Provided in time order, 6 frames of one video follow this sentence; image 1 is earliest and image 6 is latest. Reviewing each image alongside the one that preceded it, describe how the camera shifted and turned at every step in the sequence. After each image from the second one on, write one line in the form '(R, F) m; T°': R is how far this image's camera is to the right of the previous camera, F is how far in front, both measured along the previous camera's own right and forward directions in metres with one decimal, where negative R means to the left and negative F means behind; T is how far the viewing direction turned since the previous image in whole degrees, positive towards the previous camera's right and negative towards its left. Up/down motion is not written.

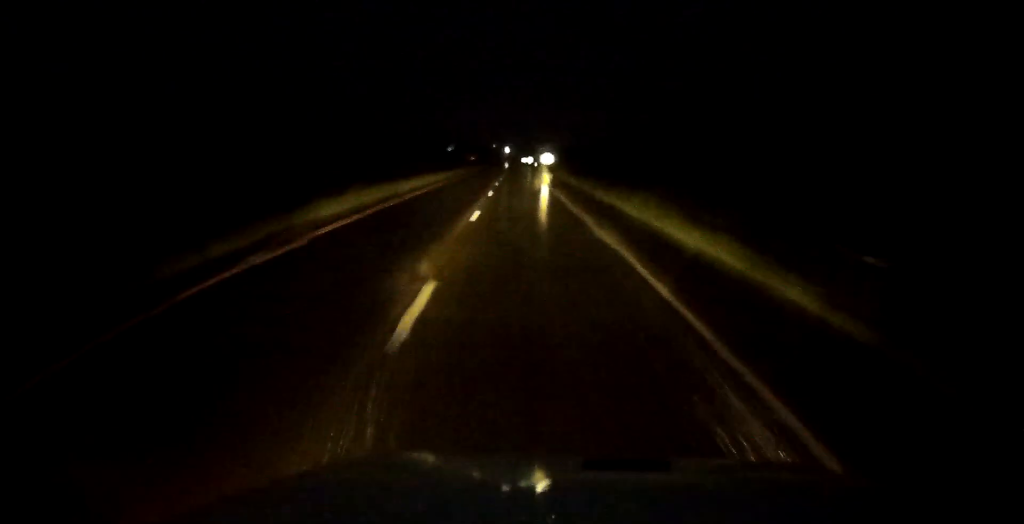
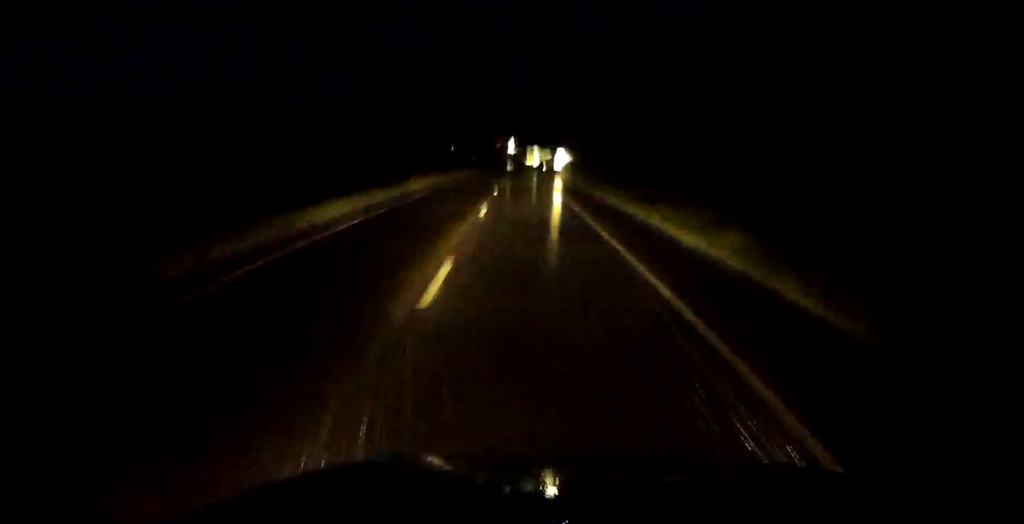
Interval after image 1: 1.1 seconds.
(+0.2, +34.7) m; 0°
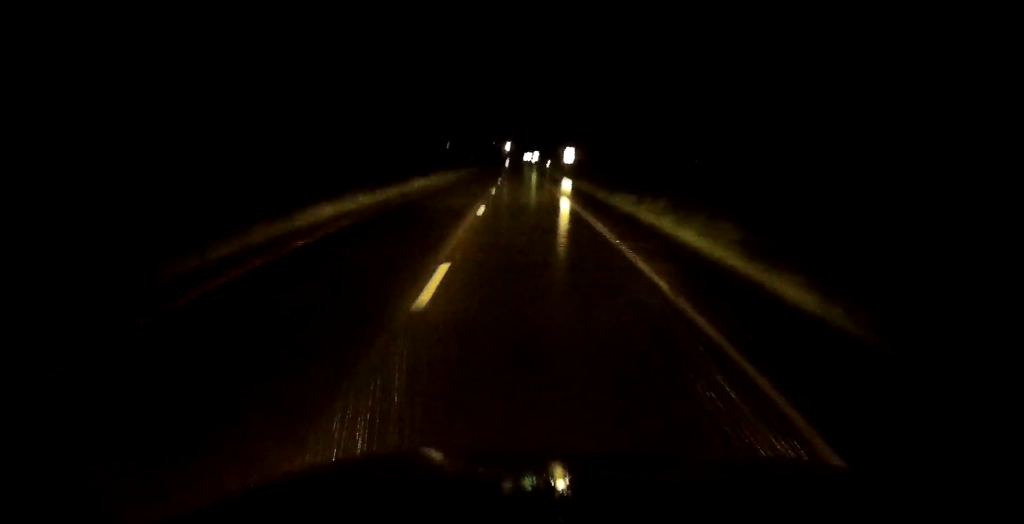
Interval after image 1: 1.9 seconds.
(-0.1, +25.1) m; 0°
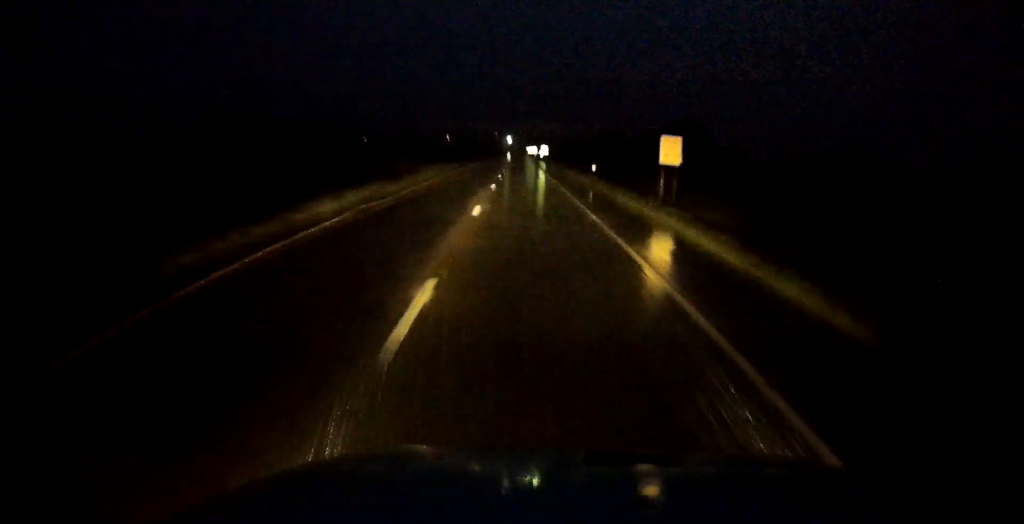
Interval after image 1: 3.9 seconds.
(0.0, +63.2) m; 0°
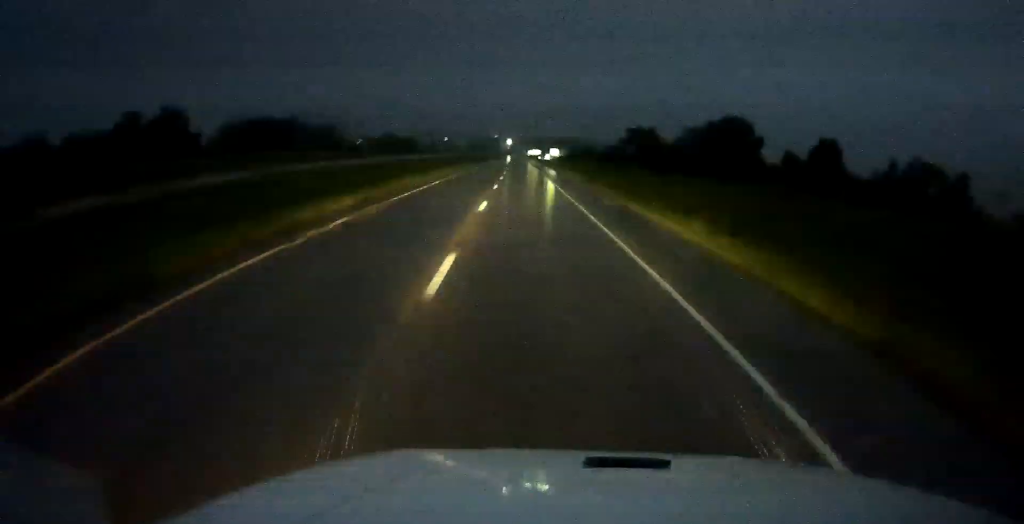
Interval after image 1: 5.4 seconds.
(-0.1, +46.5) m; 0°
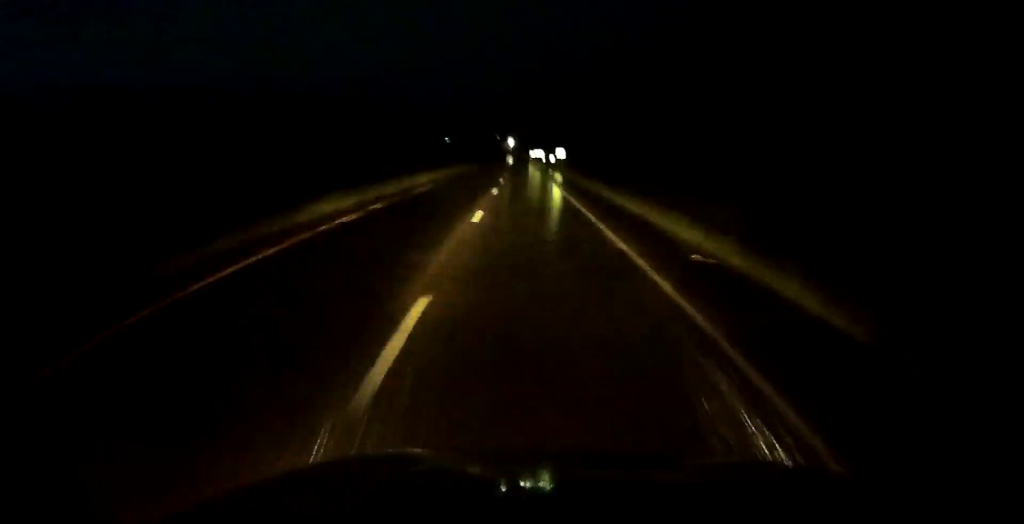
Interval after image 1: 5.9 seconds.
(0.0, +15.8) m; 0°
